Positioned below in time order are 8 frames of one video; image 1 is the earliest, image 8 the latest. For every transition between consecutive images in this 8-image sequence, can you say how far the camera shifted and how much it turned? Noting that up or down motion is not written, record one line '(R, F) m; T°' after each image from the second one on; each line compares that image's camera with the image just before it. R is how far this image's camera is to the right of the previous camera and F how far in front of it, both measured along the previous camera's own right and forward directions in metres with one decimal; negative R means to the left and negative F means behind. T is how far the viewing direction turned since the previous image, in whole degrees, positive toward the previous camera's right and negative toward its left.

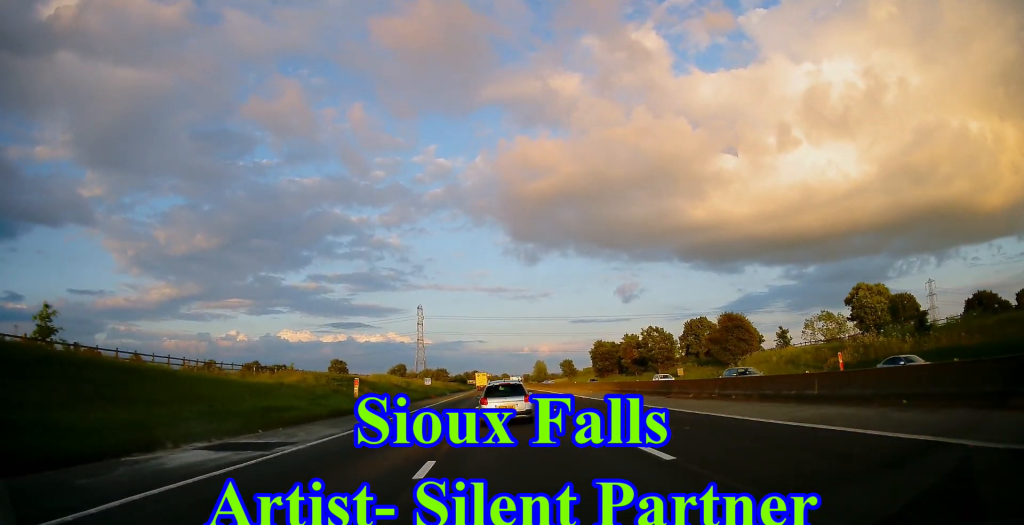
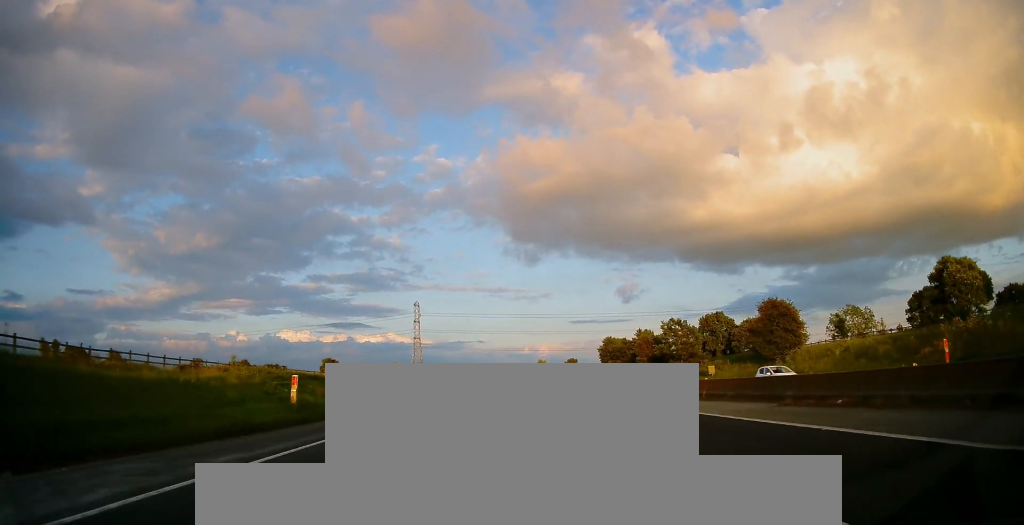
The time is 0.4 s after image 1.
(0.0, +13.3) m; 0°
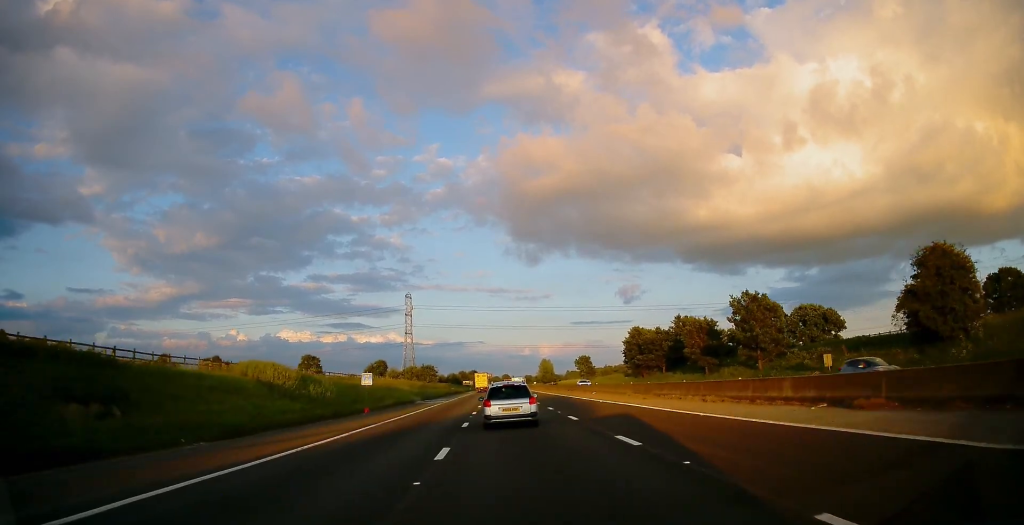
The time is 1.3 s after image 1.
(0.0, +28.8) m; 0°
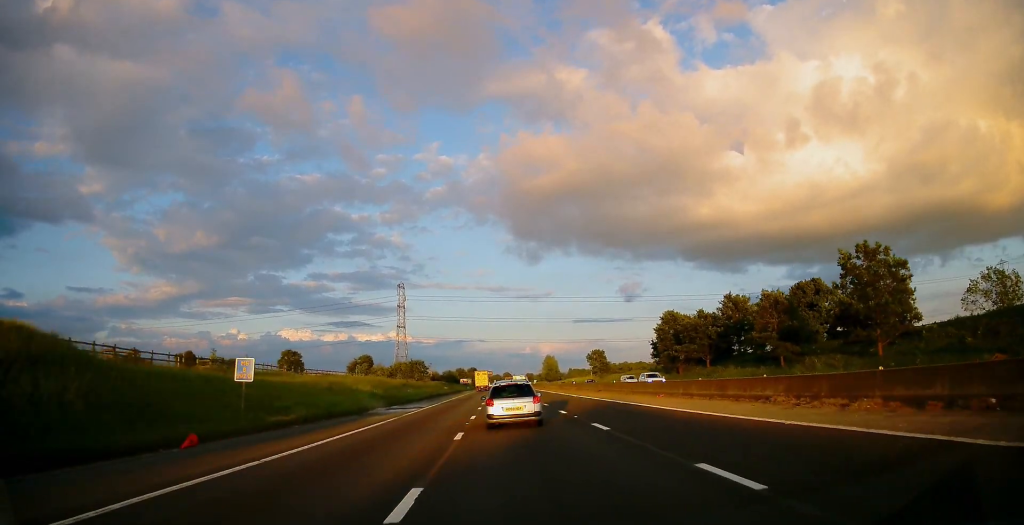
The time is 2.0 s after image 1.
(0.0, +23.3) m; 0°
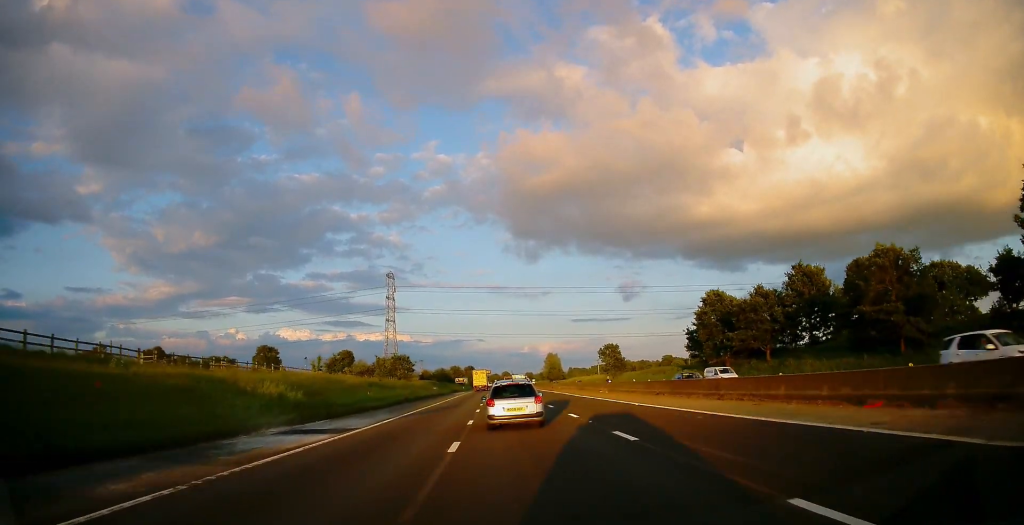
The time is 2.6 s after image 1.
(0.0, +21.0) m; 0°
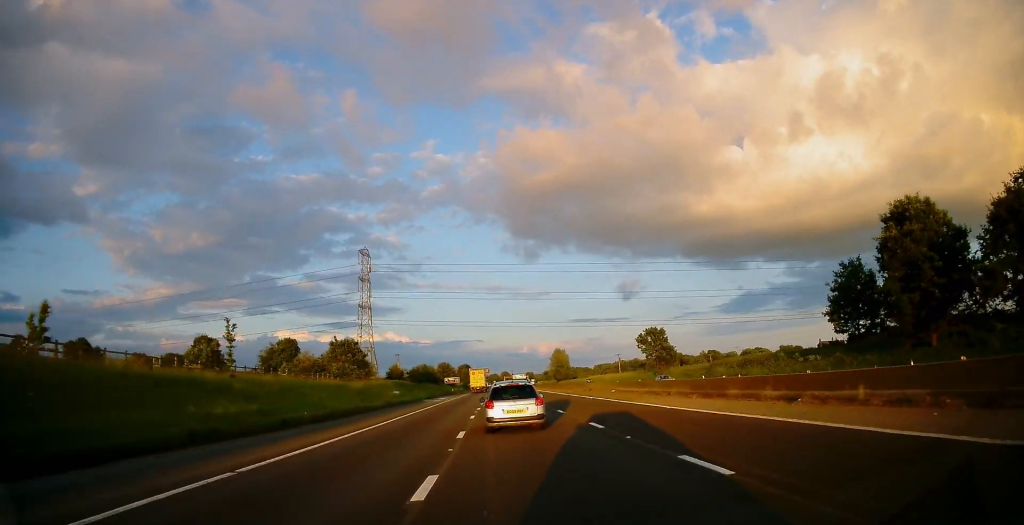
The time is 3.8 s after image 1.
(-0.3, +40.3) m; -1°
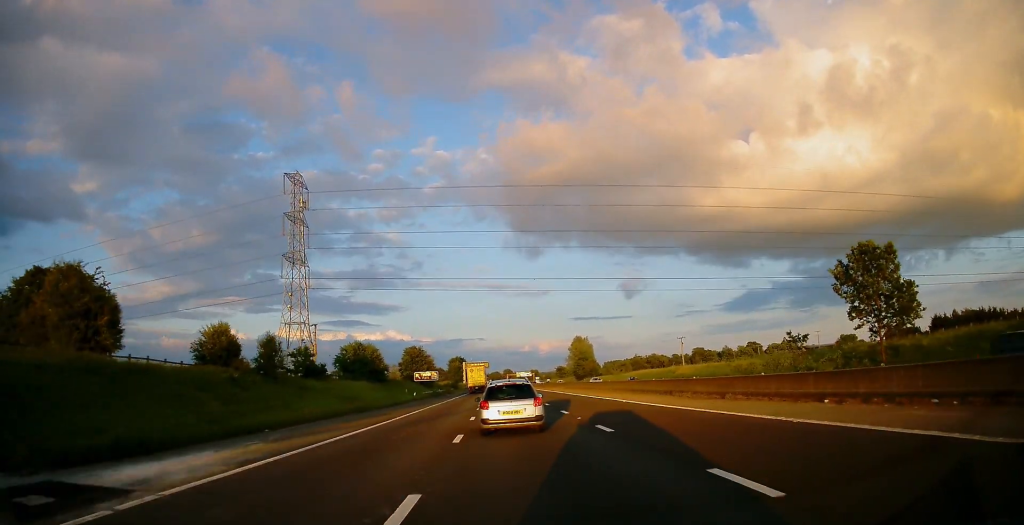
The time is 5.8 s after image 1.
(+0.6, +64.4) m; +1°
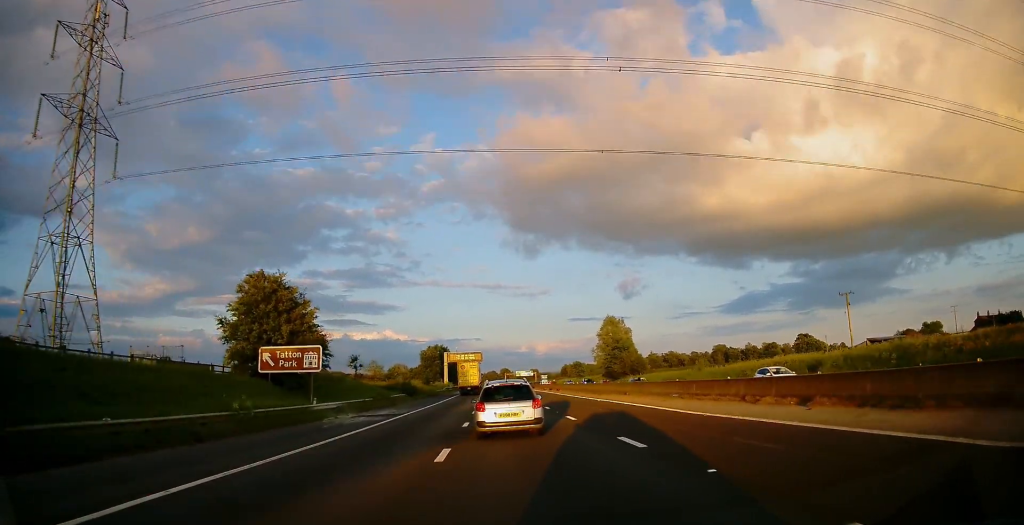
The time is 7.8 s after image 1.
(-0.6, +65.5) m; 0°
